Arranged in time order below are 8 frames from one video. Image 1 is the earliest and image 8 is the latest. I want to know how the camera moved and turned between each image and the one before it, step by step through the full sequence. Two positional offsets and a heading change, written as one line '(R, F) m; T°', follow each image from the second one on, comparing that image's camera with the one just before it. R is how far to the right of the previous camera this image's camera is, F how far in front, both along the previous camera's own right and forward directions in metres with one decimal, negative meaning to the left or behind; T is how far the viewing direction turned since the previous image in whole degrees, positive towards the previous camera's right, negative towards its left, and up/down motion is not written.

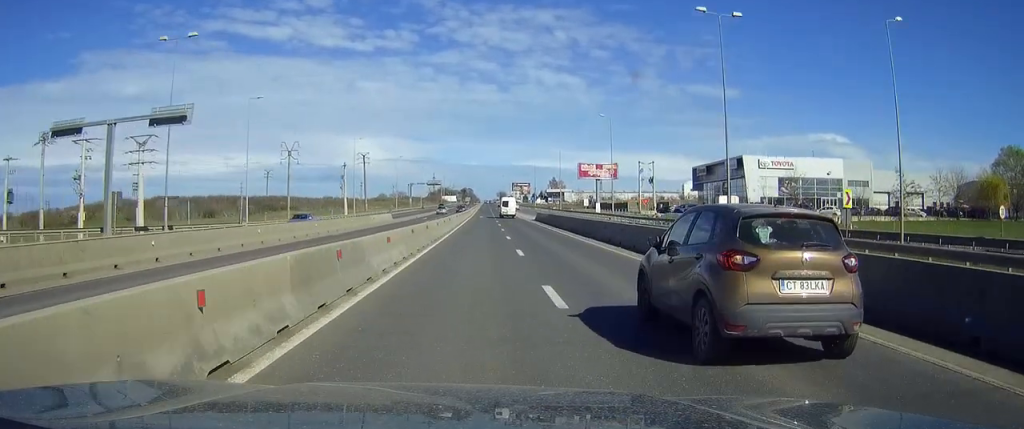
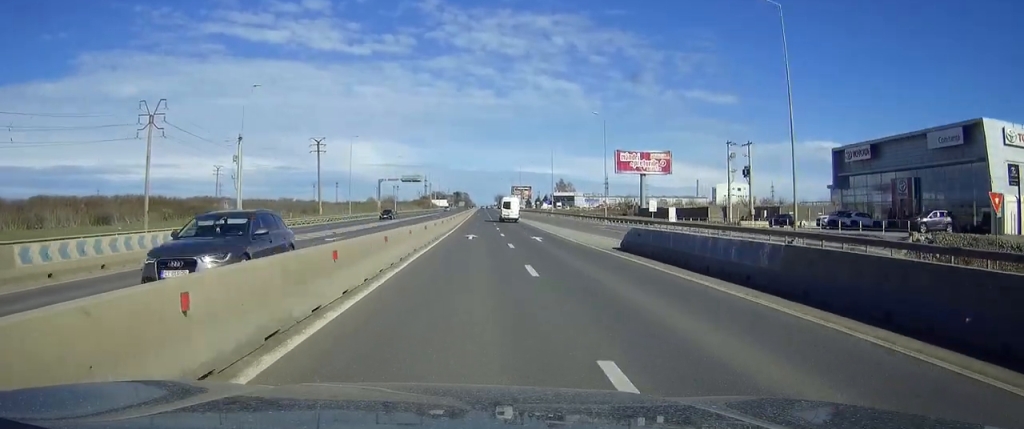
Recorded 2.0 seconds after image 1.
(+0.2, +54.7) m; 0°
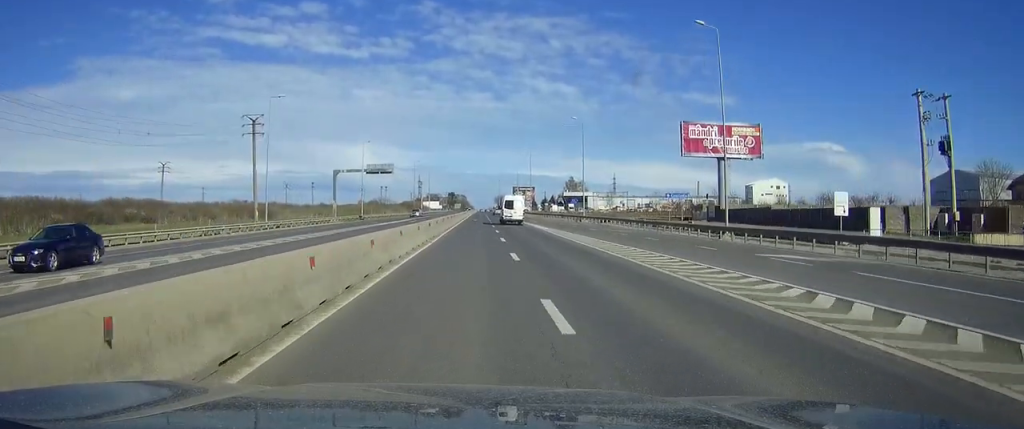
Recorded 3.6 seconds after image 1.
(+0.1, +43.3) m; 0°
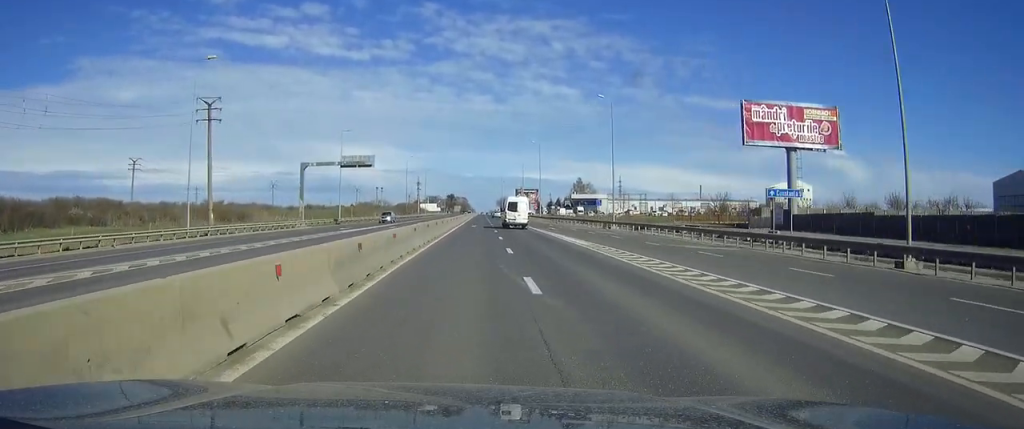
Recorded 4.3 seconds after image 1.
(+0.1, +19.8) m; 0°
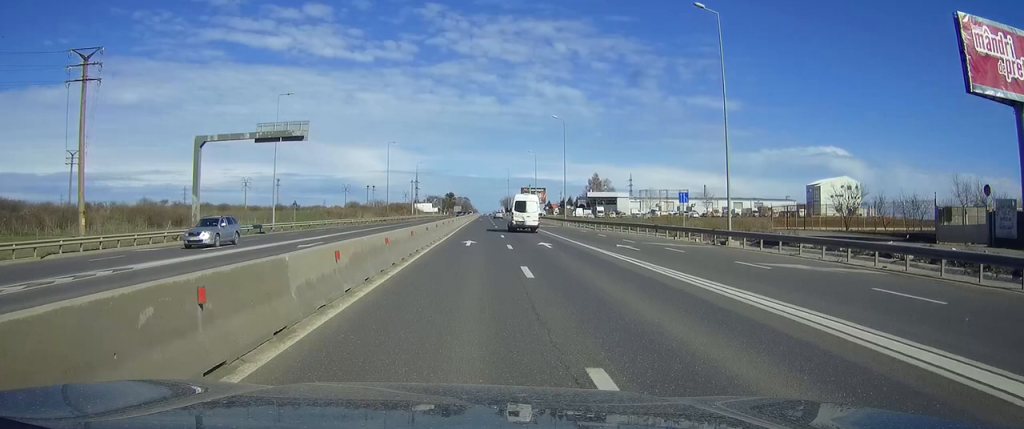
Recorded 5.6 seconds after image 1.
(-0.2, +33.0) m; 0°
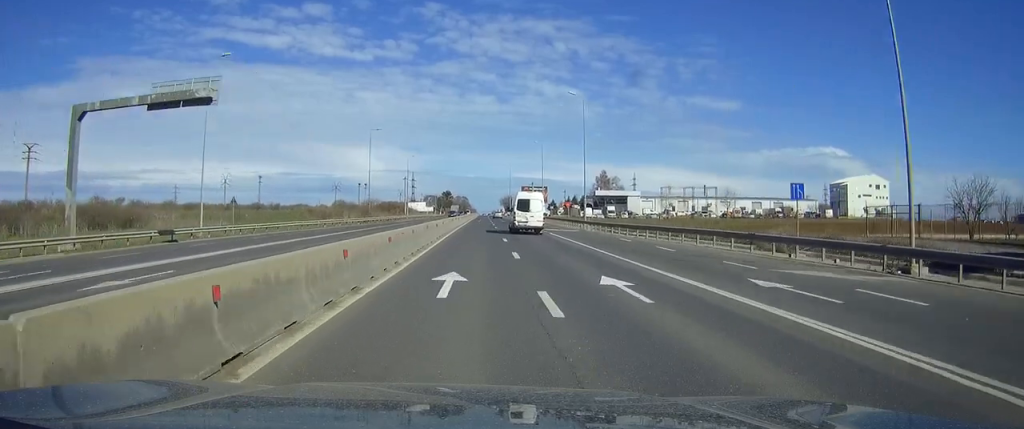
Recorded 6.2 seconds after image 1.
(+0.1, +17.8) m; 0°
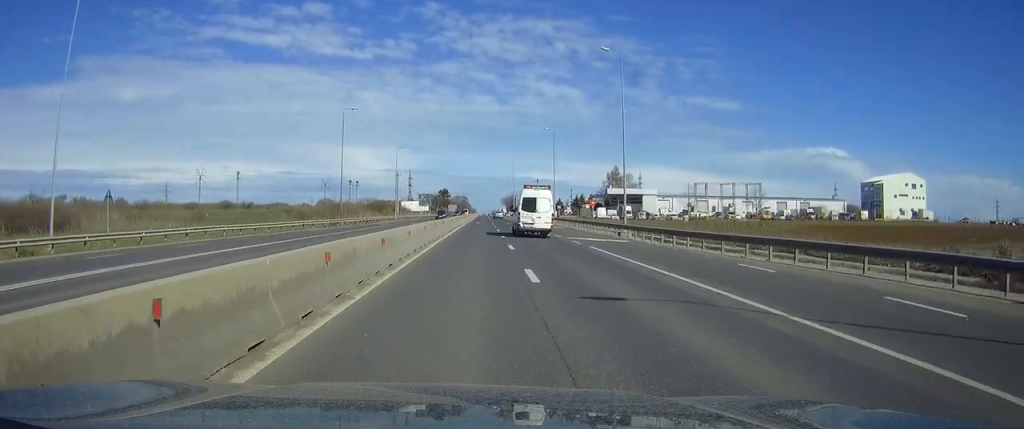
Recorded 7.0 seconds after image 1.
(-0.1, +19.4) m; 0°
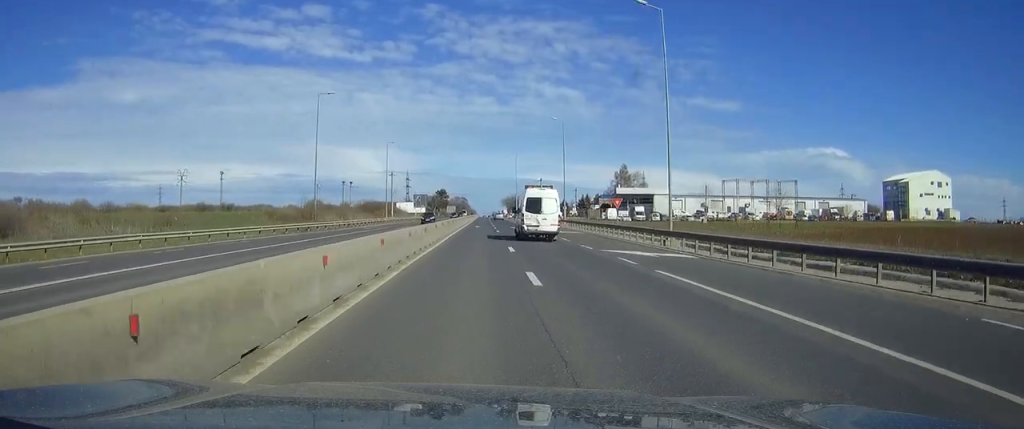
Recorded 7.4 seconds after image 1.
(0.0, +12.4) m; 0°
